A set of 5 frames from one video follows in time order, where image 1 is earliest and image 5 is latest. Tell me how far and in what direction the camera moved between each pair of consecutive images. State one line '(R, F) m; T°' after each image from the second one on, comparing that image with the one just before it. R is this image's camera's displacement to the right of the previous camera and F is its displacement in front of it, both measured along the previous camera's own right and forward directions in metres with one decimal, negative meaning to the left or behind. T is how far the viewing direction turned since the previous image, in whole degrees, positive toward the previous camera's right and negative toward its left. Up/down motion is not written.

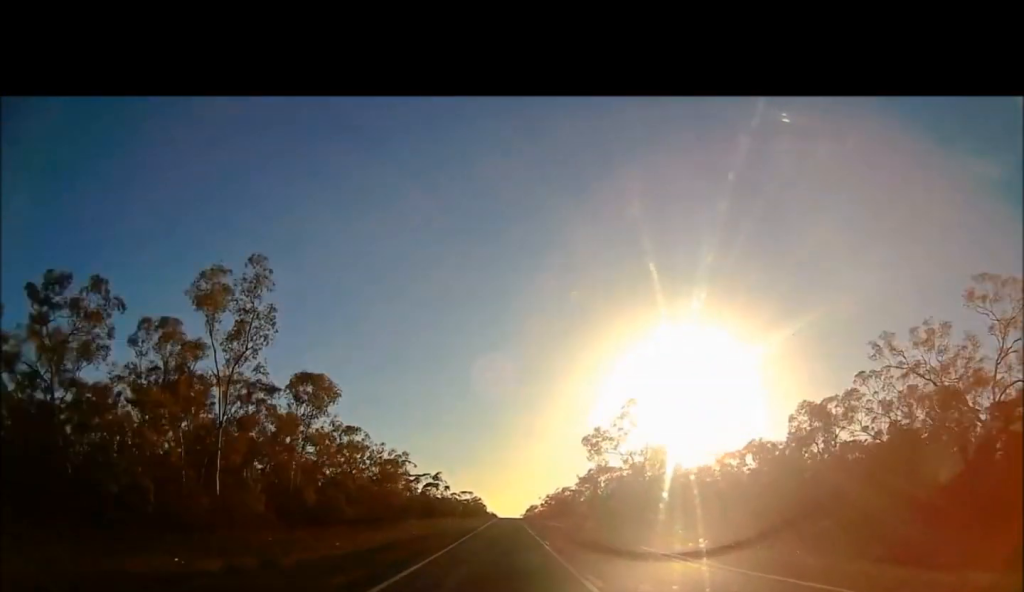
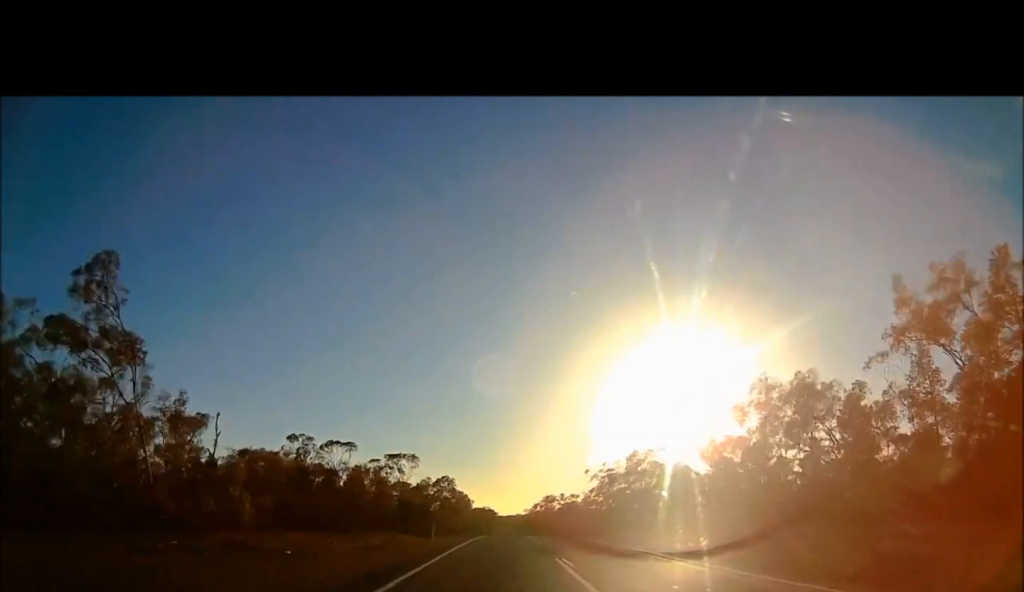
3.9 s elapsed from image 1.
(-3.1, +129.9) m; -2°
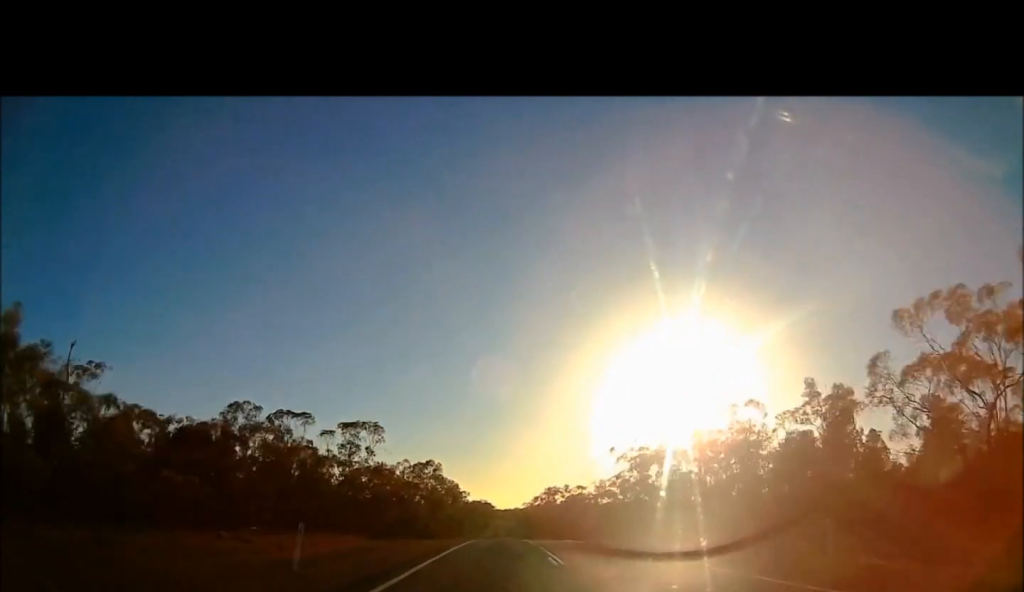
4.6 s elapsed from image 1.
(+0.8, +23.6) m; +2°
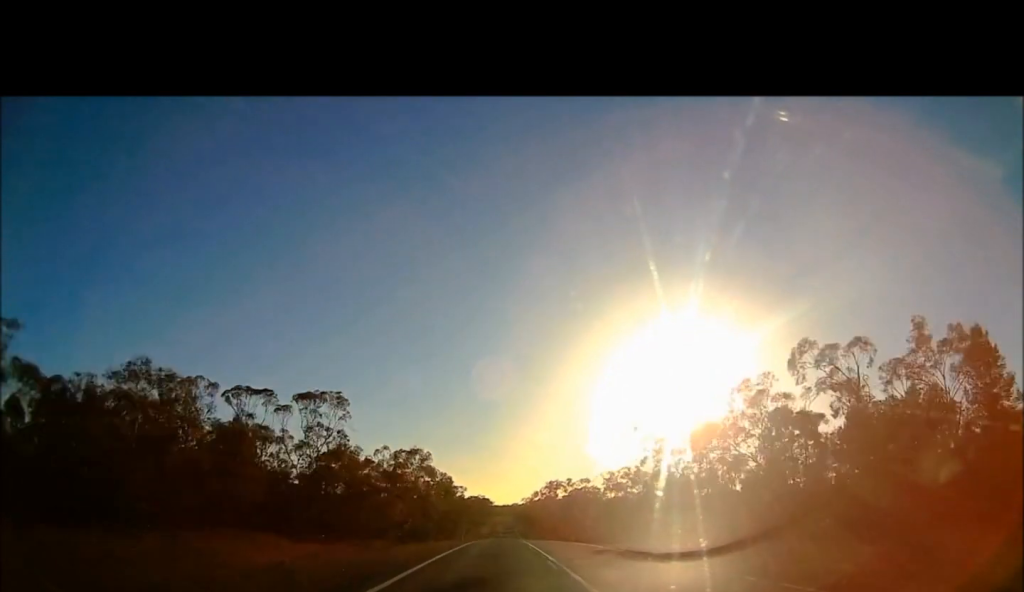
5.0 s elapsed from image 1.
(0.0, +13.4) m; 0°
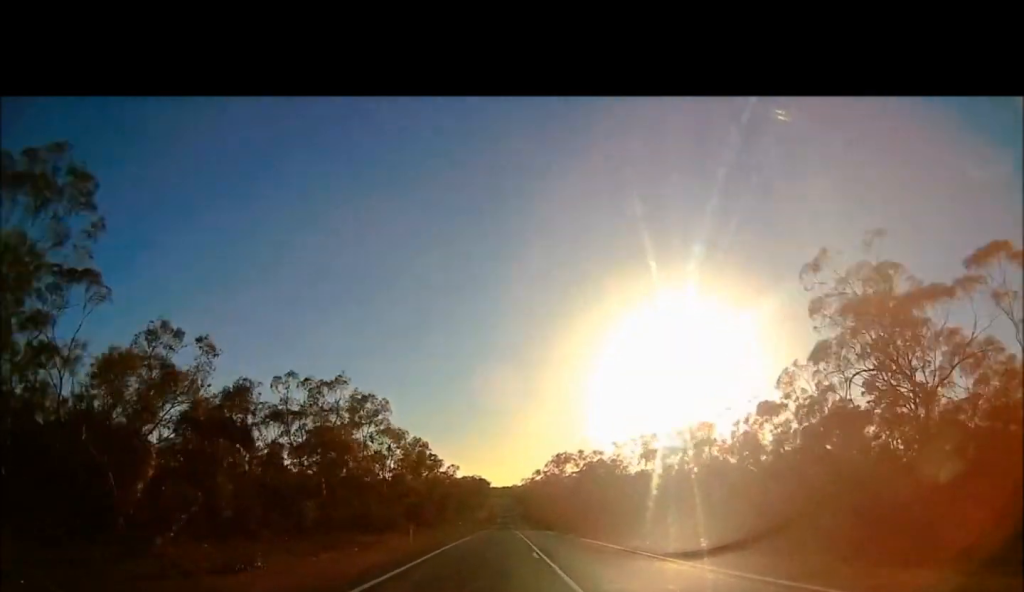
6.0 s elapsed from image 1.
(0.0, +33.2) m; 0°
